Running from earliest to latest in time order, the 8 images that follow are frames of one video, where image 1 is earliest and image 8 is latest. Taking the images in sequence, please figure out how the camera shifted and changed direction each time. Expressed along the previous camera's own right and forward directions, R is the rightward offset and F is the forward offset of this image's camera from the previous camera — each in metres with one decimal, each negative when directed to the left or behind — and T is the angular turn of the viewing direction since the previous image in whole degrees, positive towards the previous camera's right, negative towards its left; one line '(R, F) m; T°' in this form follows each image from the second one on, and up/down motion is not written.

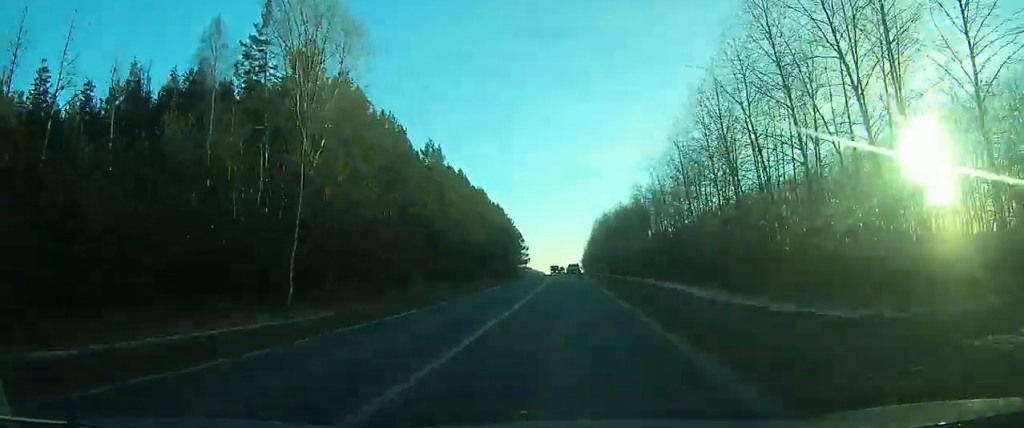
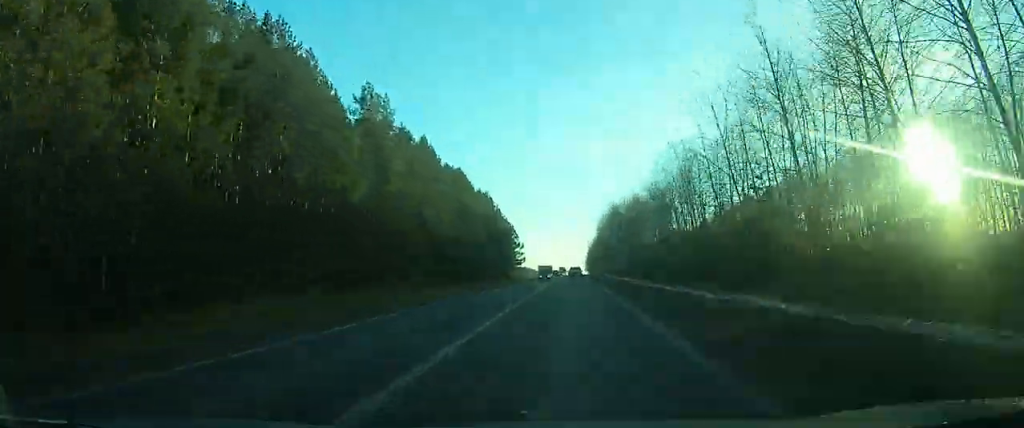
(-1.0, +28.6) m; -2°
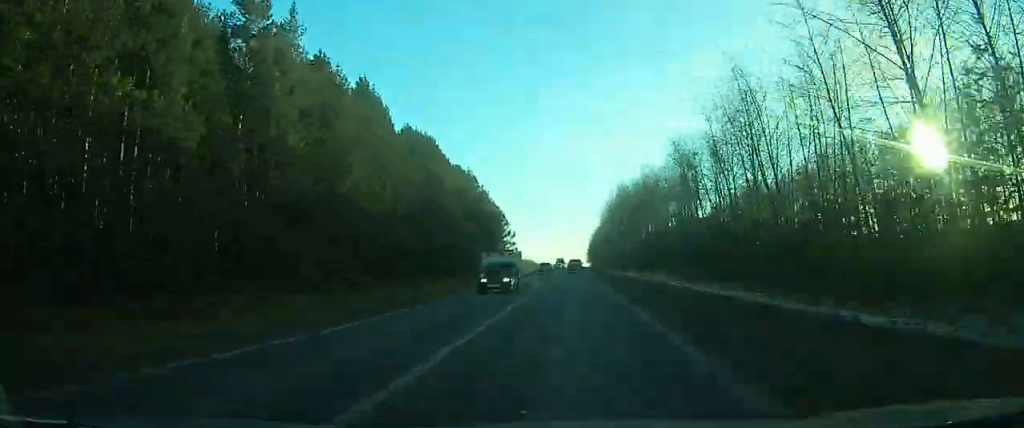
(-0.3, +23.6) m; 0°
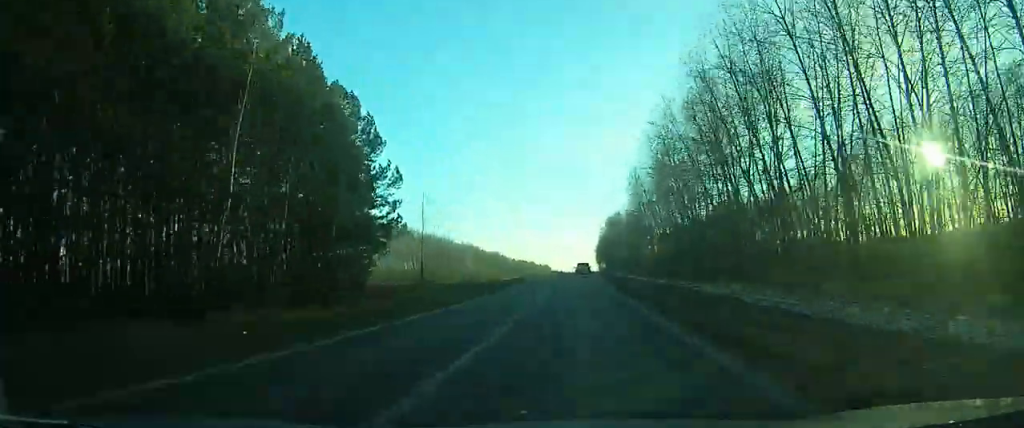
(+6.9, +84.7) m; +6°
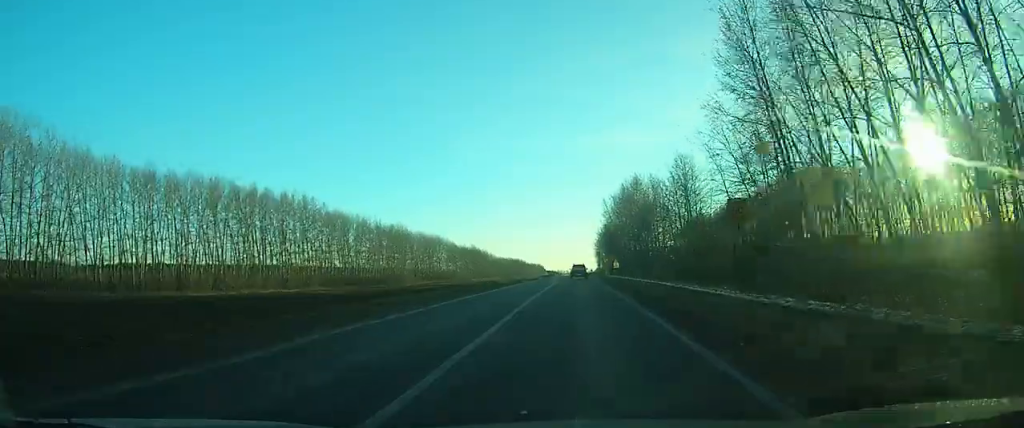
(-3.9, +74.8) m; -3°
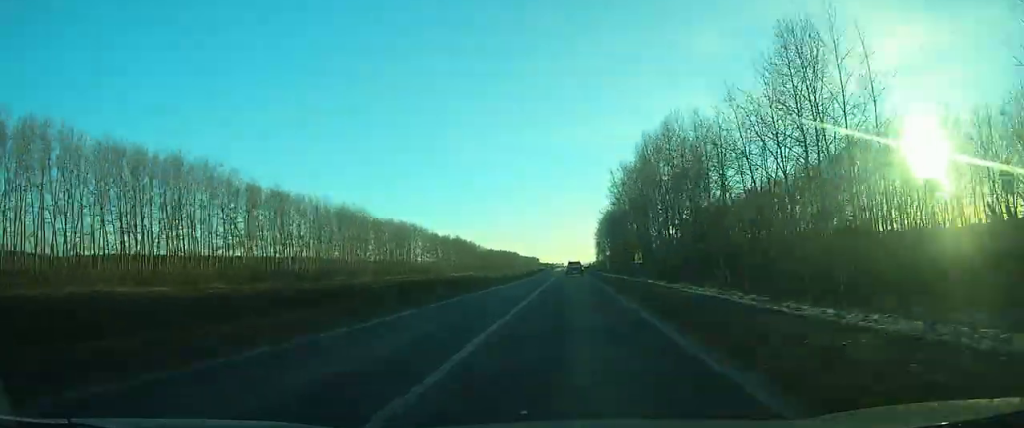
(-0.2, +42.6) m; -1°
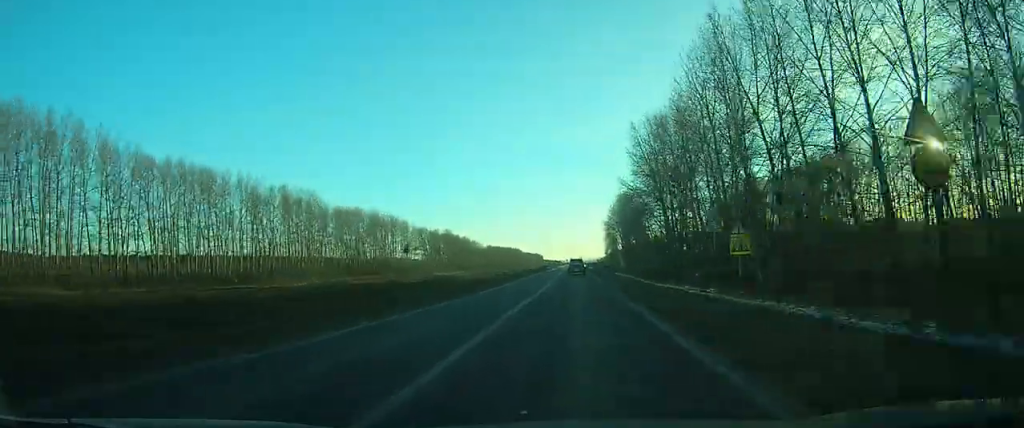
(-0.3, +37.0) m; -1°
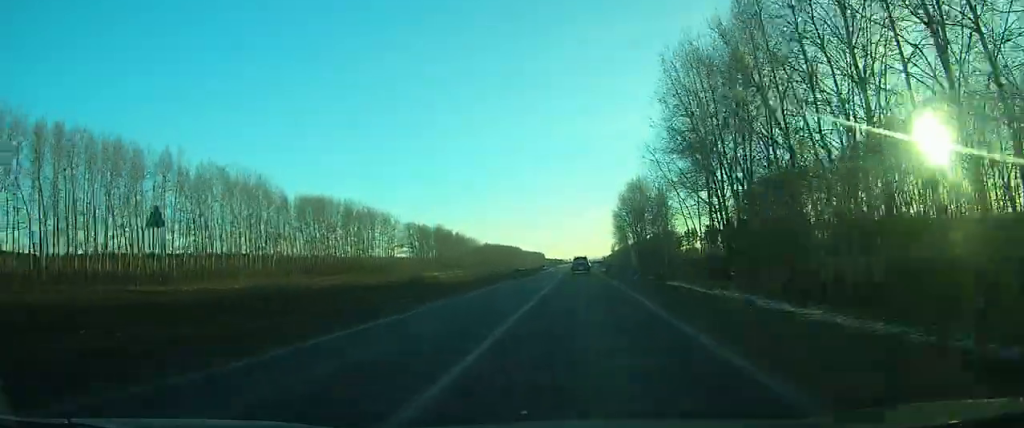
(-0.1, +25.3) m; 0°
